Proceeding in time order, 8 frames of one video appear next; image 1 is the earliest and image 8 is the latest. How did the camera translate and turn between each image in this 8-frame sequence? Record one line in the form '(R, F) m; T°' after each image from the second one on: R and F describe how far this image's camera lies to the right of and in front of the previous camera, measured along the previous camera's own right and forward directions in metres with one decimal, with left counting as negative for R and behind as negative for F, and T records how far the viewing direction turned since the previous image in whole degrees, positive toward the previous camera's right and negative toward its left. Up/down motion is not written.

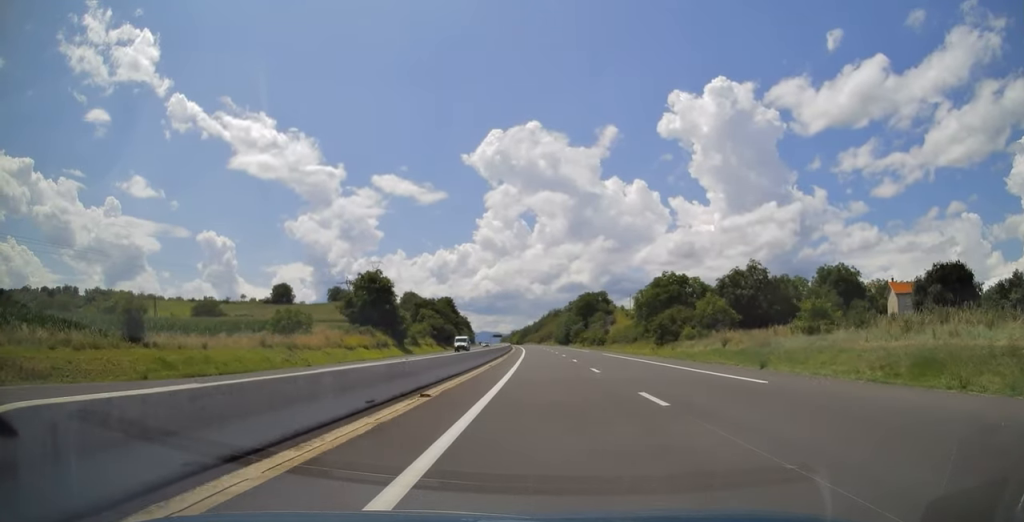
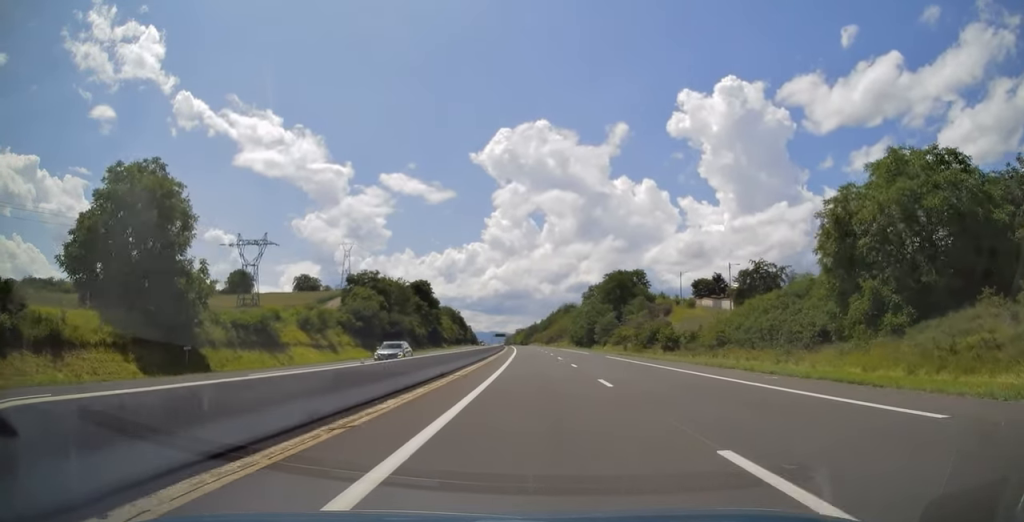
(-0.3, +59.7) m; 0°
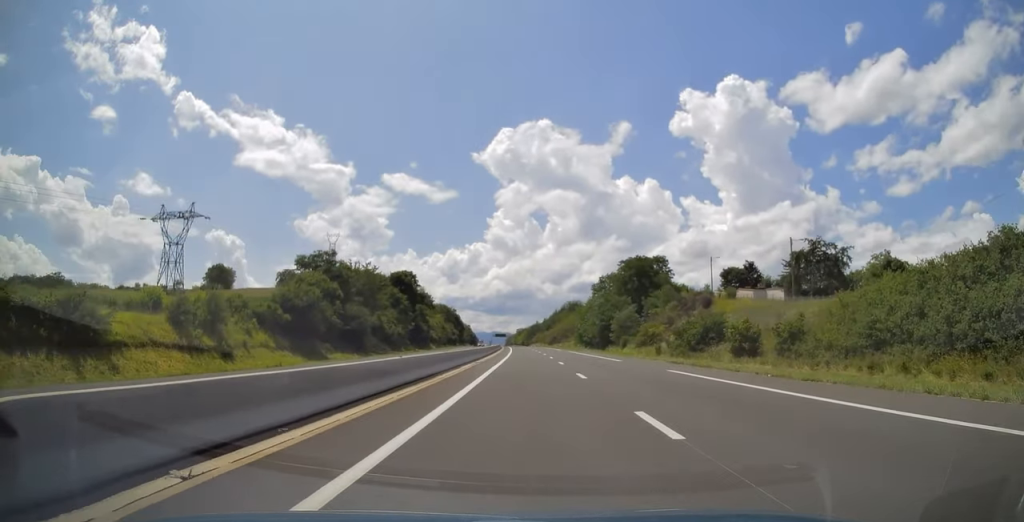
(+0.1, +22.0) m; 0°
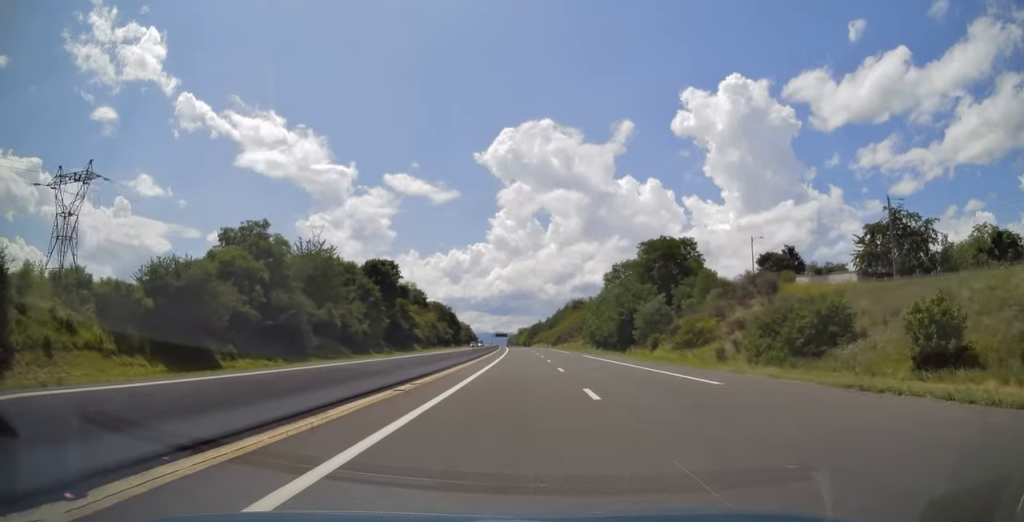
(-0.2, +20.4) m; -1°
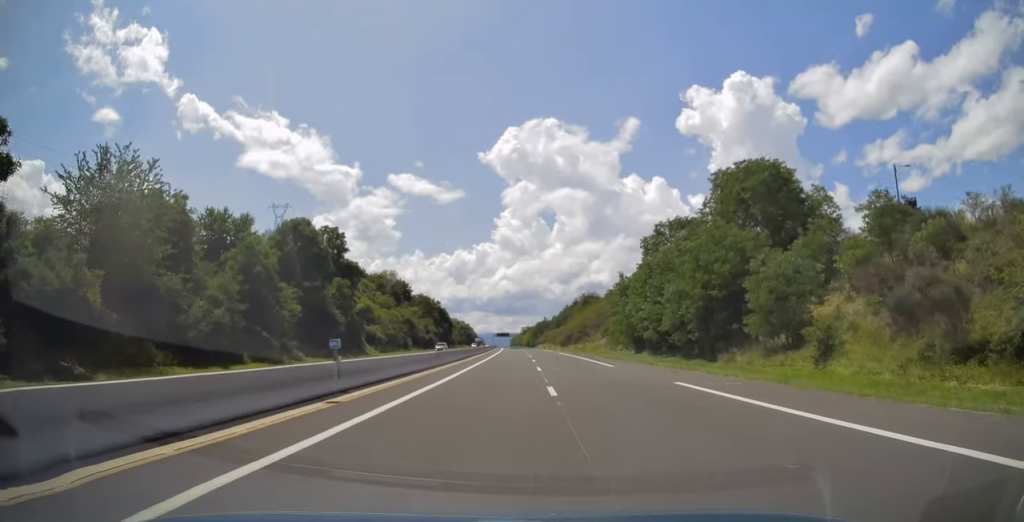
(-0.2, +37.7) m; -1°
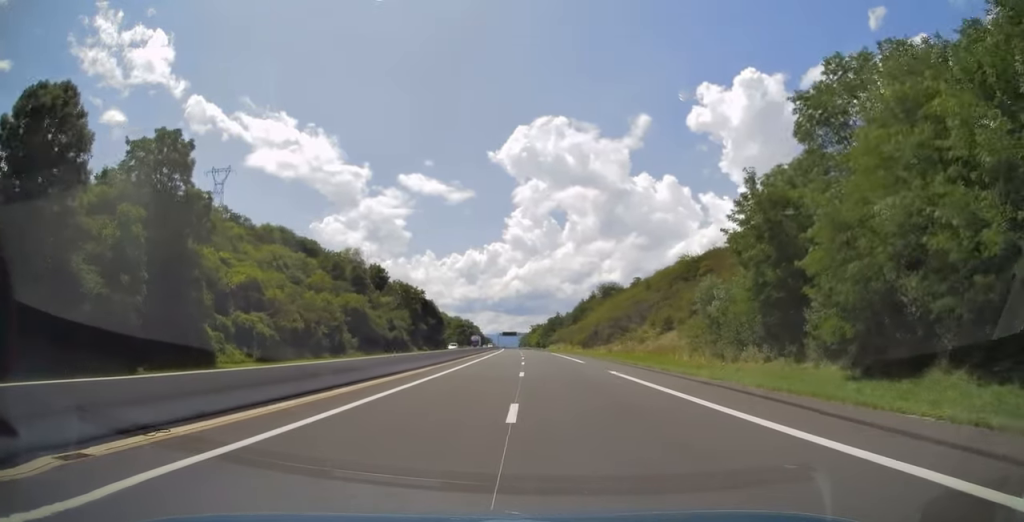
(-0.2, +44.2) m; 0°
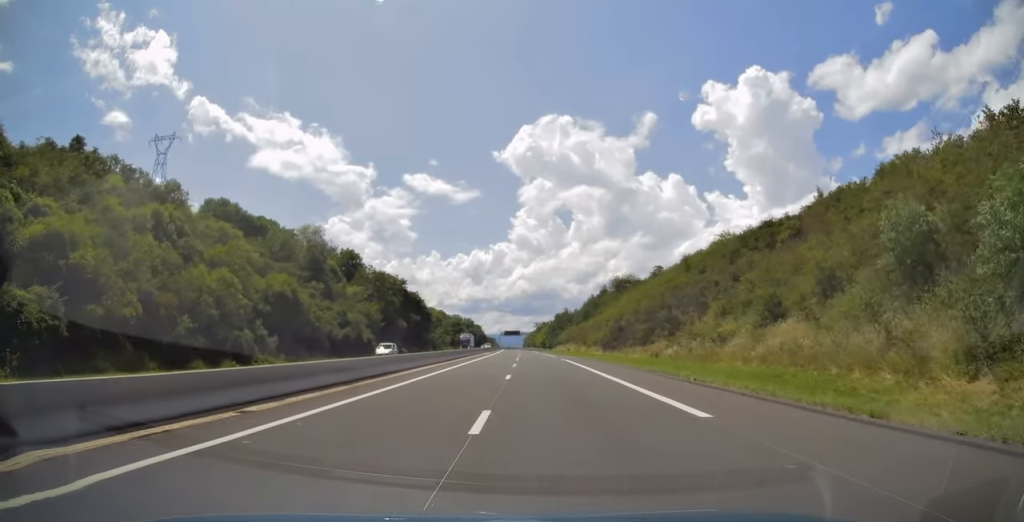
(-0.1, +28.1) m; -1°
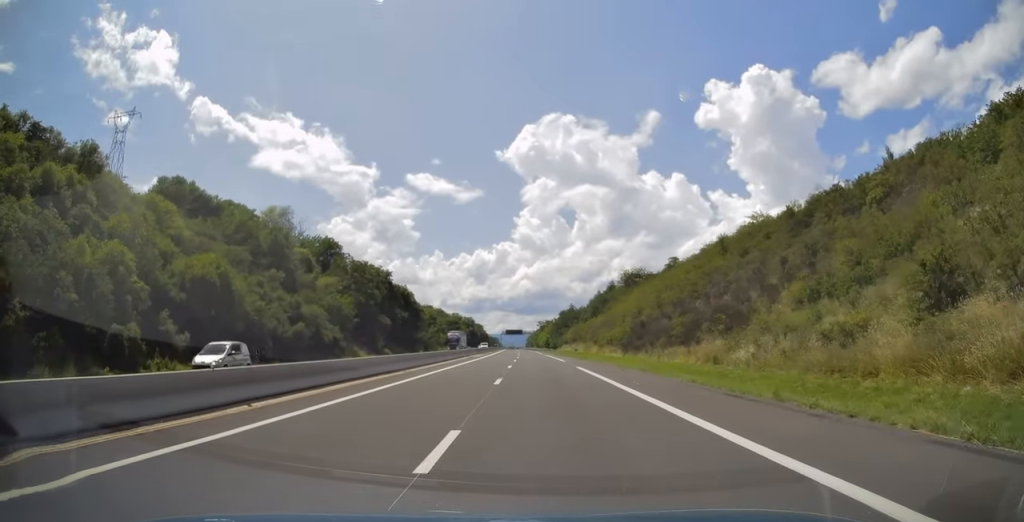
(-0.3, +16.2) m; -1°
